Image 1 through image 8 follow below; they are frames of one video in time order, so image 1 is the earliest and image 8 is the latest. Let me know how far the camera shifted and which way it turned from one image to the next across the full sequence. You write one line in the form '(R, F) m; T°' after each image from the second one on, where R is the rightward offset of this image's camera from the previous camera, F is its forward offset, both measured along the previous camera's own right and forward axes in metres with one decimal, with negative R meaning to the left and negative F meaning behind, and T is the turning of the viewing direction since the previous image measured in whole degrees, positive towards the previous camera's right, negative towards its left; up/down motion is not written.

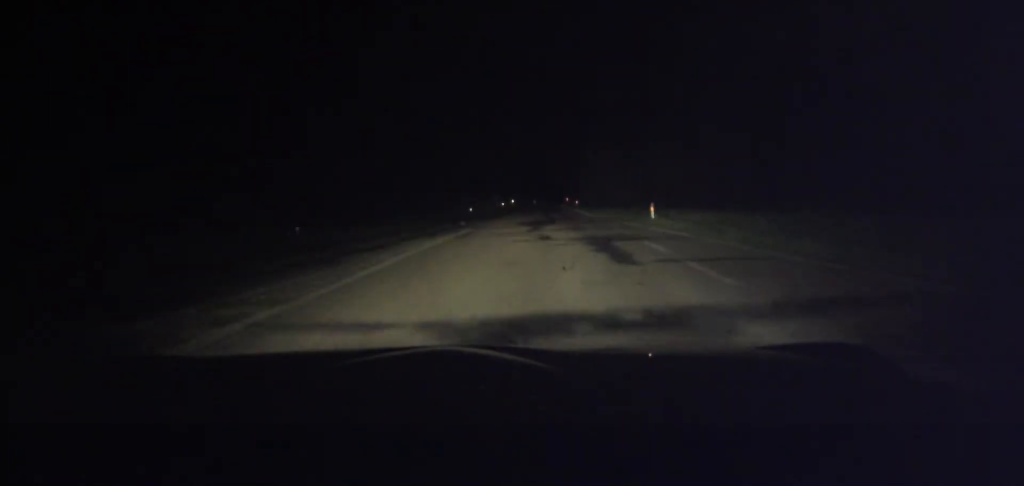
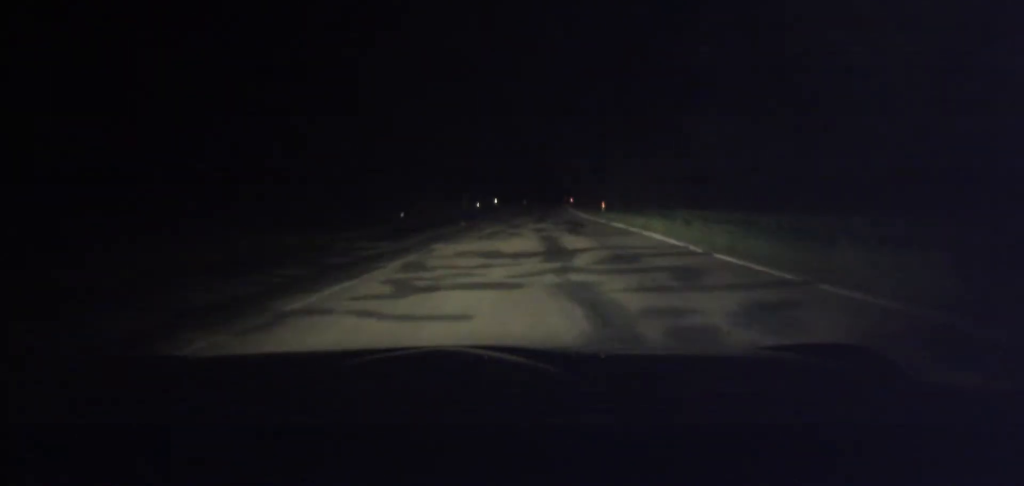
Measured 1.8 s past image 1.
(+0.5, +30.4) m; +1°
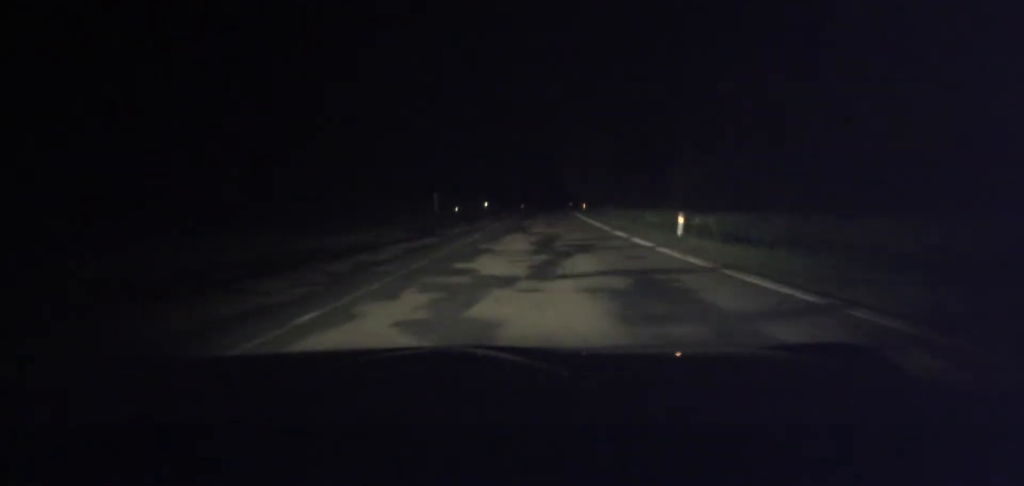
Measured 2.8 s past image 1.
(-0.1, +18.0) m; -1°
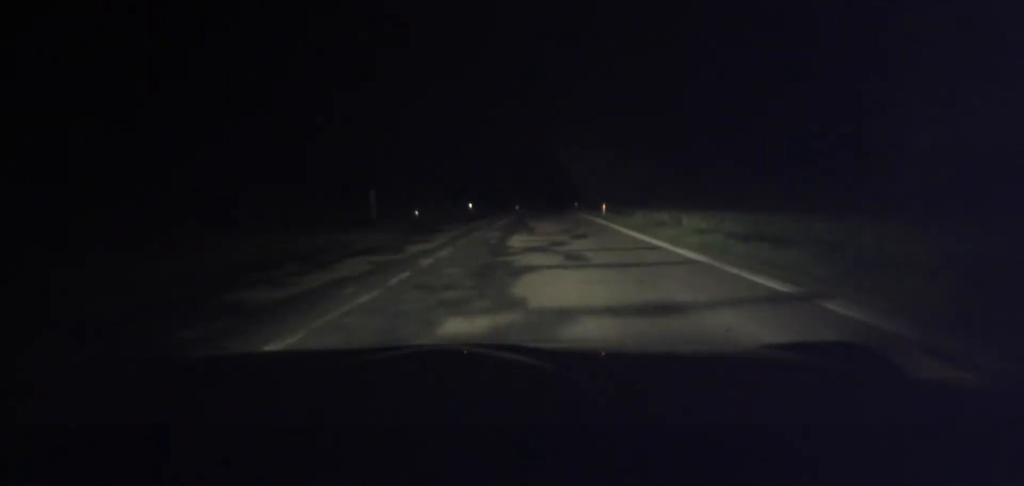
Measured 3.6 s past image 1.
(-0.3, +15.8) m; 0°
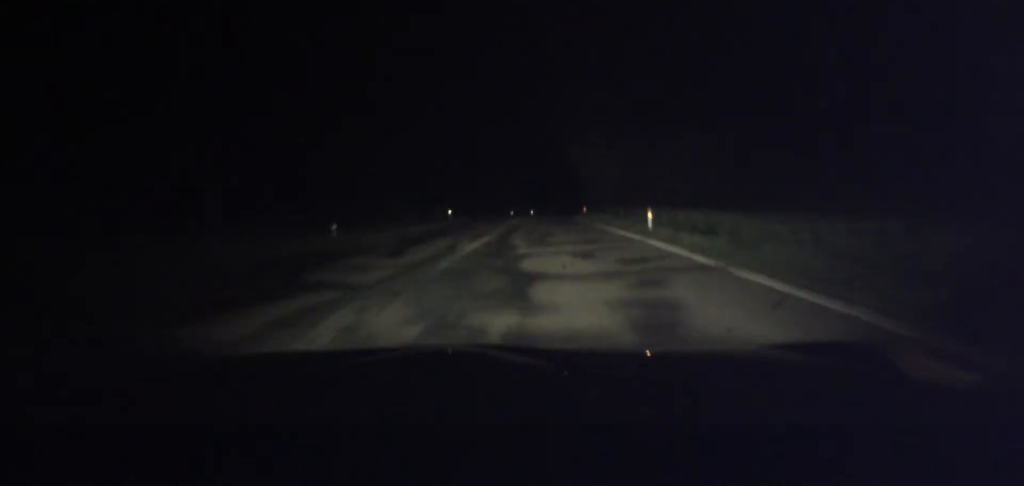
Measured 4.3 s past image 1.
(+0.4, +14.0) m; 0°
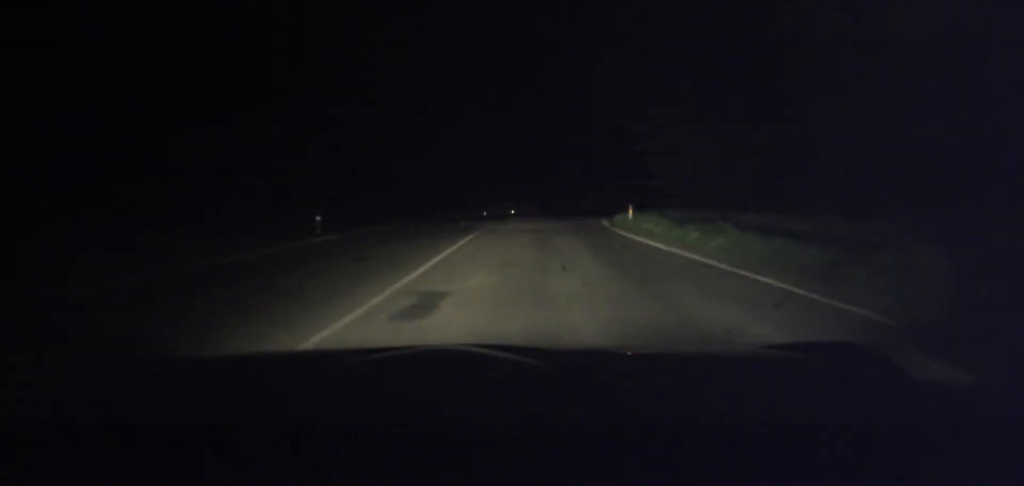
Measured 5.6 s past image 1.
(-0.4, +29.4) m; 0°
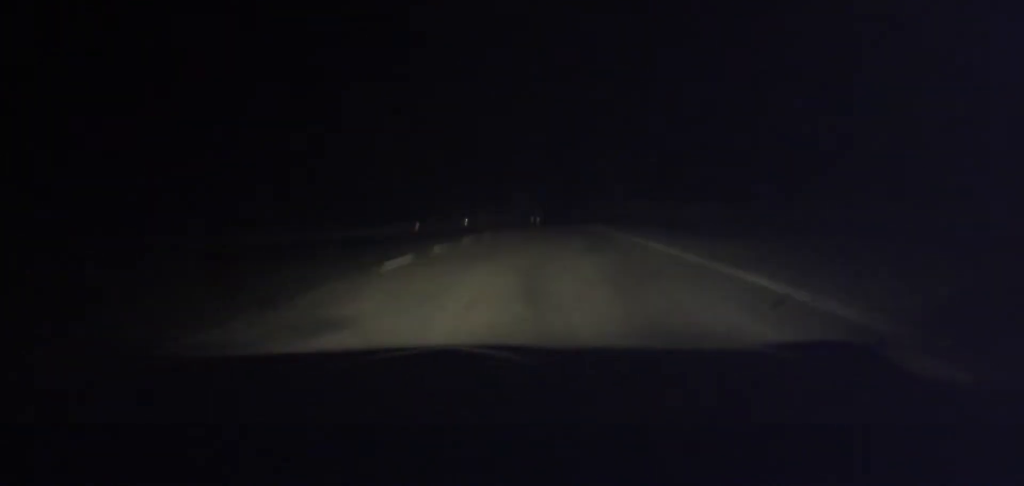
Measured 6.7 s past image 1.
(+0.5, +28.3) m; +2°
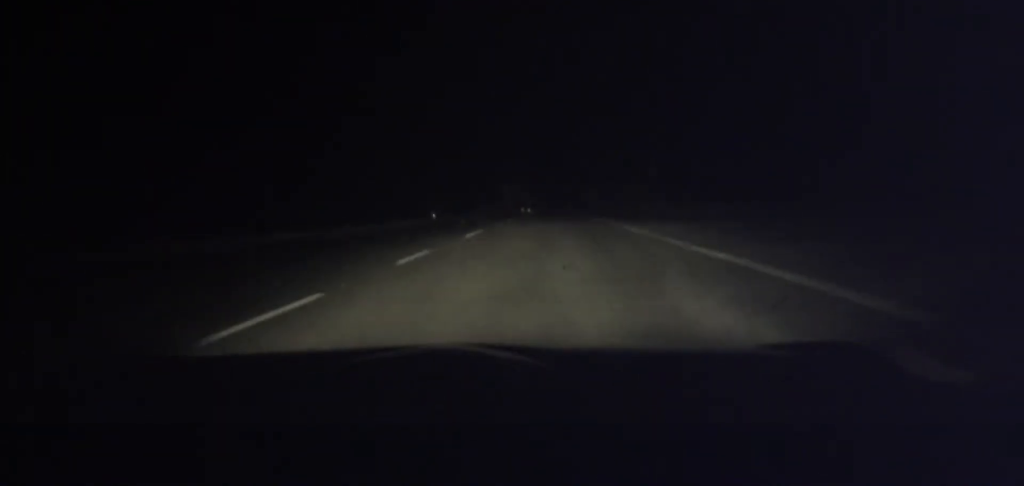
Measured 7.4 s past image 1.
(+0.1, +17.4) m; +1°
